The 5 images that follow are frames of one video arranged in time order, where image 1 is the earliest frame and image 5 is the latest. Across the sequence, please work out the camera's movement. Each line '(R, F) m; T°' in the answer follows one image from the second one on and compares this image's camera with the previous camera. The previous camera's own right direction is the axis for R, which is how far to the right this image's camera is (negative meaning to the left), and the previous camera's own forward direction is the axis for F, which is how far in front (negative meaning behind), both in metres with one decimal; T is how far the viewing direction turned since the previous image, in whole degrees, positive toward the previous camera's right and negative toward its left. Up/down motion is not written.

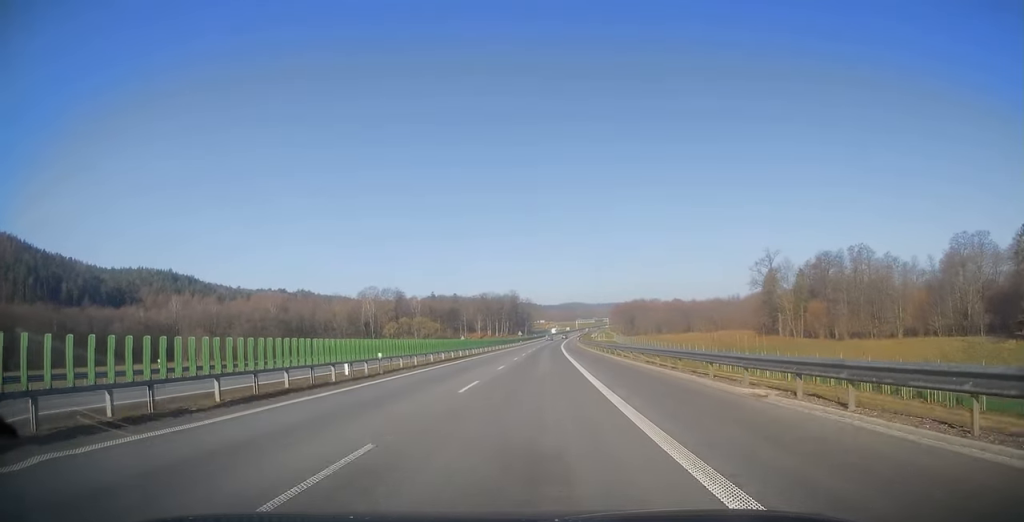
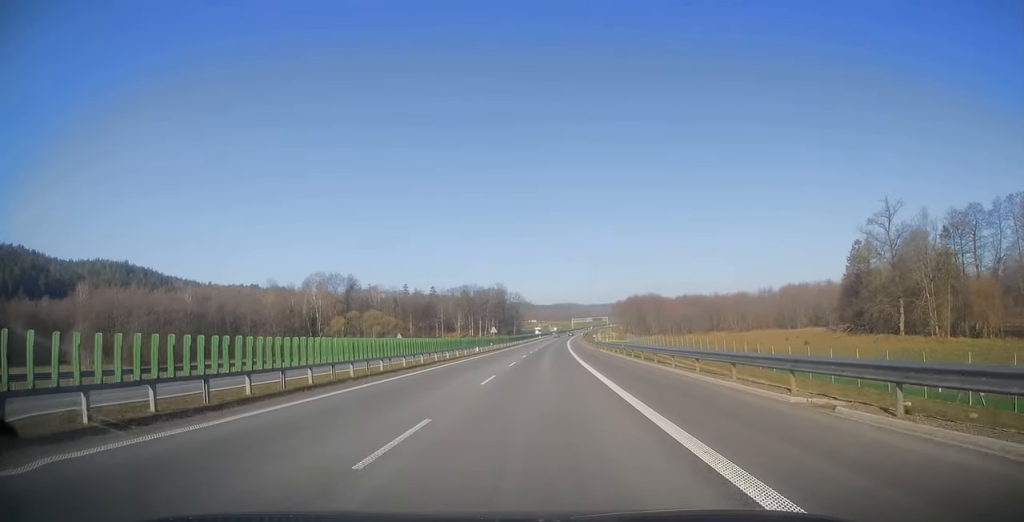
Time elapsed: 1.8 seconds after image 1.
(-0.1, +57.1) m; 0°
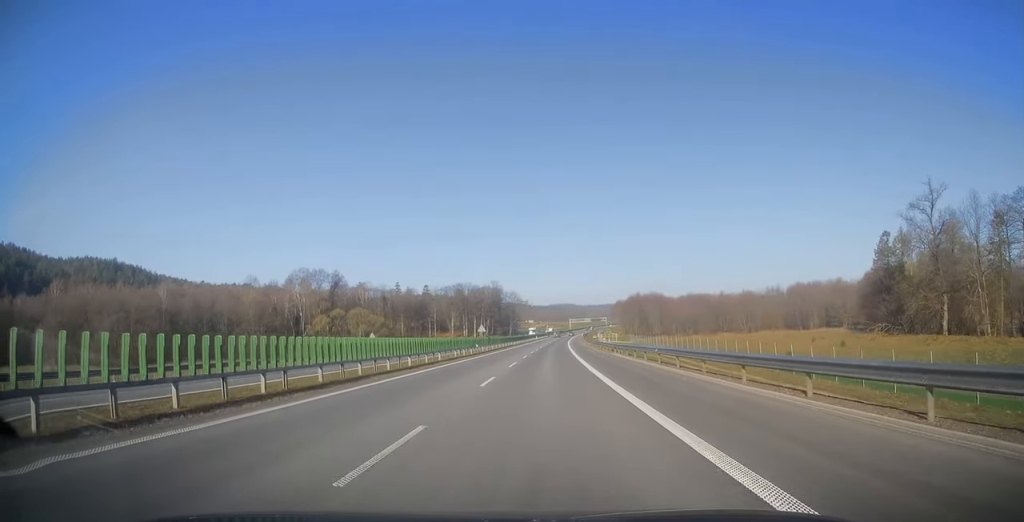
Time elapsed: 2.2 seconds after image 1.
(+0.1, +12.7) m; 0°
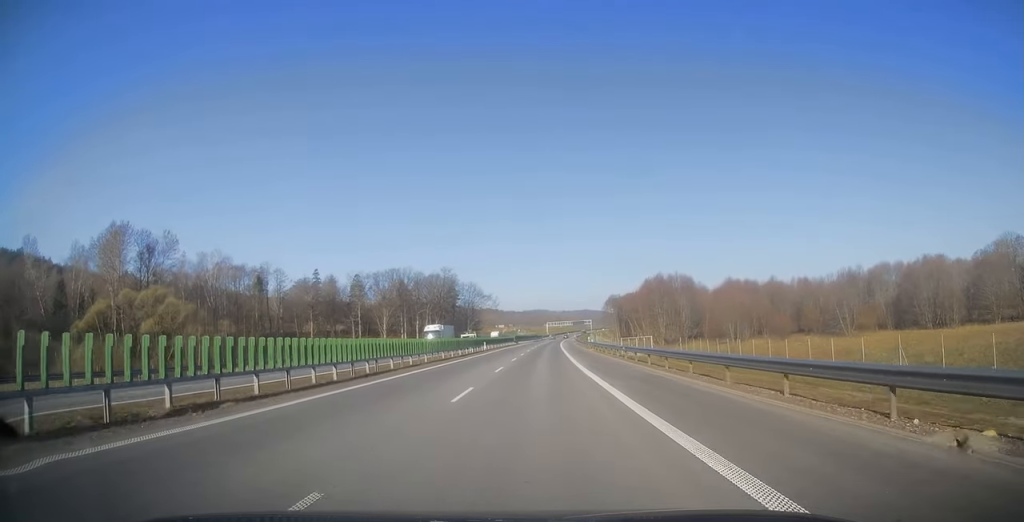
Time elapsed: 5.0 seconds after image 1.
(+1.8, +87.6) m; +2°
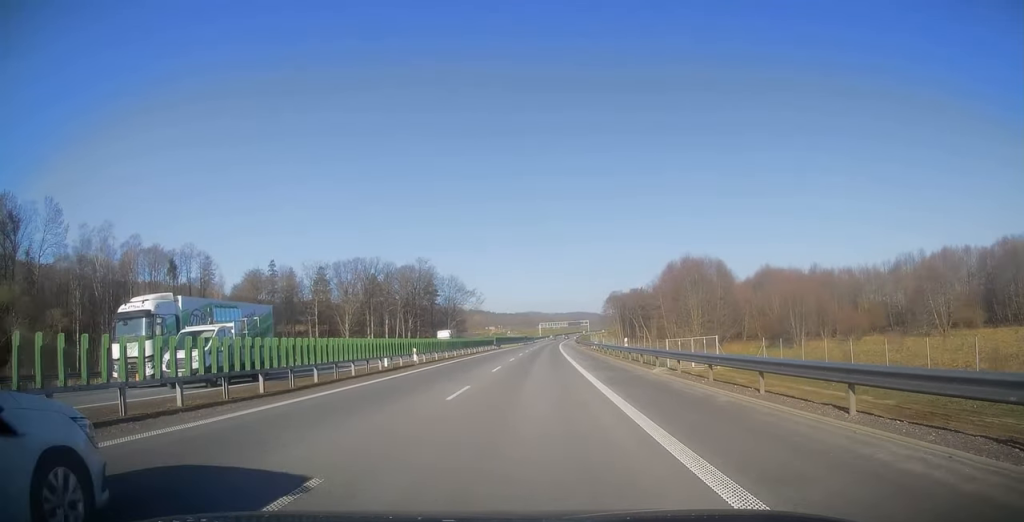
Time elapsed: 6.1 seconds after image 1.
(+0.2, +35.2) m; +1°
